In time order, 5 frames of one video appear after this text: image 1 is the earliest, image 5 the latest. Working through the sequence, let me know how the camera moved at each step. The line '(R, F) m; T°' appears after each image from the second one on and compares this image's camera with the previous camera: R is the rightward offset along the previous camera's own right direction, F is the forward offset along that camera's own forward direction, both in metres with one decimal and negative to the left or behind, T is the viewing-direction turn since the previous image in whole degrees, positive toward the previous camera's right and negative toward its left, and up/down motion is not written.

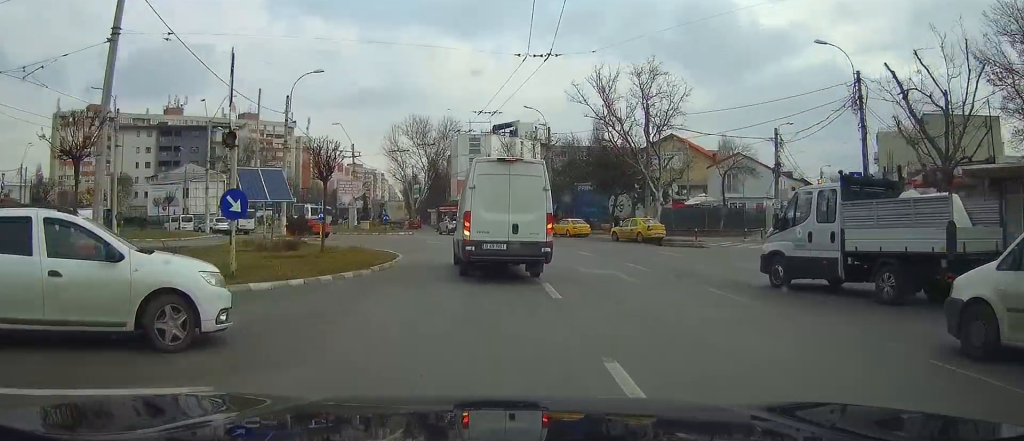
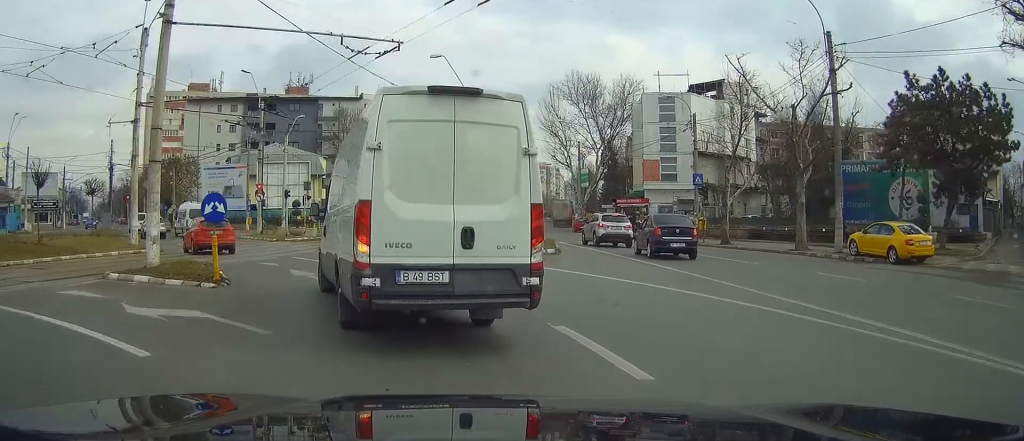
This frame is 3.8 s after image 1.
(-3.1, +31.1) m; -18°
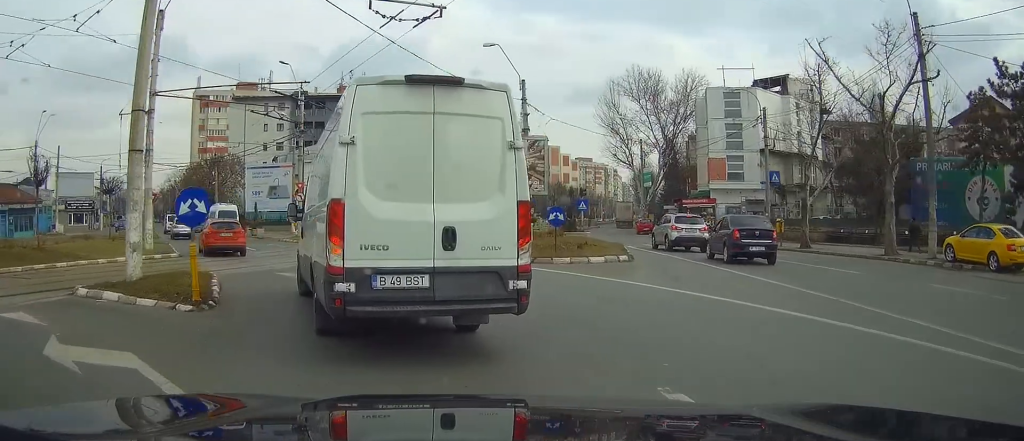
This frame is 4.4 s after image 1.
(-0.3, +3.3) m; -6°
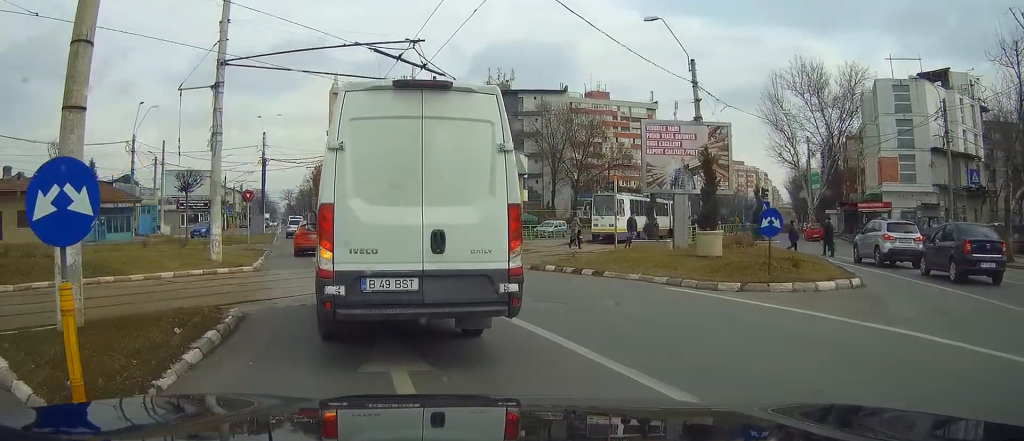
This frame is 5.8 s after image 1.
(-0.6, +6.2) m; -11°
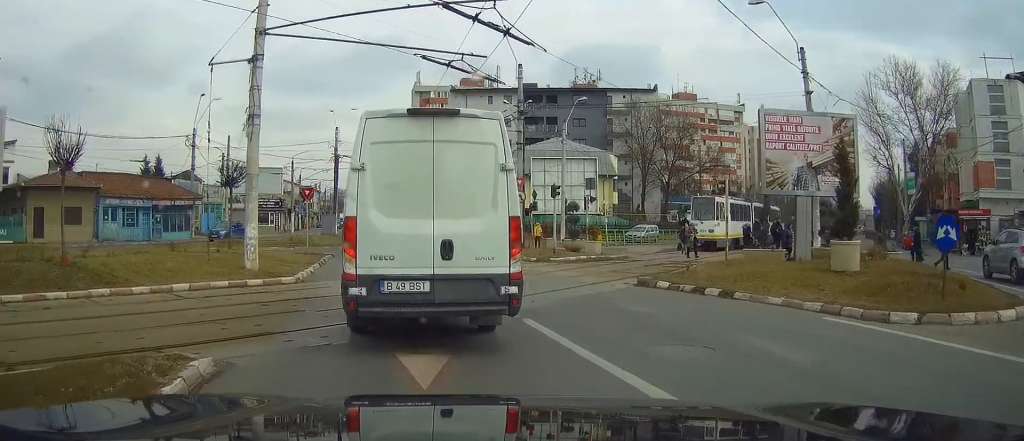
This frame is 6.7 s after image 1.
(-0.3, +3.9) m; -5°
